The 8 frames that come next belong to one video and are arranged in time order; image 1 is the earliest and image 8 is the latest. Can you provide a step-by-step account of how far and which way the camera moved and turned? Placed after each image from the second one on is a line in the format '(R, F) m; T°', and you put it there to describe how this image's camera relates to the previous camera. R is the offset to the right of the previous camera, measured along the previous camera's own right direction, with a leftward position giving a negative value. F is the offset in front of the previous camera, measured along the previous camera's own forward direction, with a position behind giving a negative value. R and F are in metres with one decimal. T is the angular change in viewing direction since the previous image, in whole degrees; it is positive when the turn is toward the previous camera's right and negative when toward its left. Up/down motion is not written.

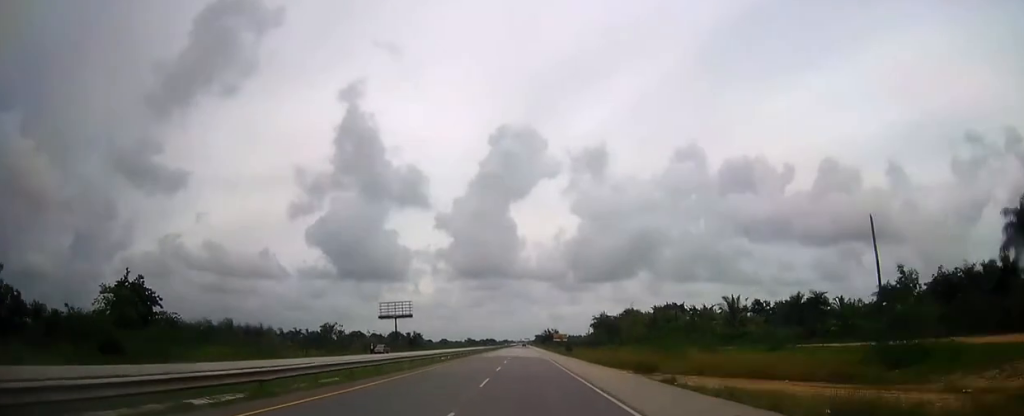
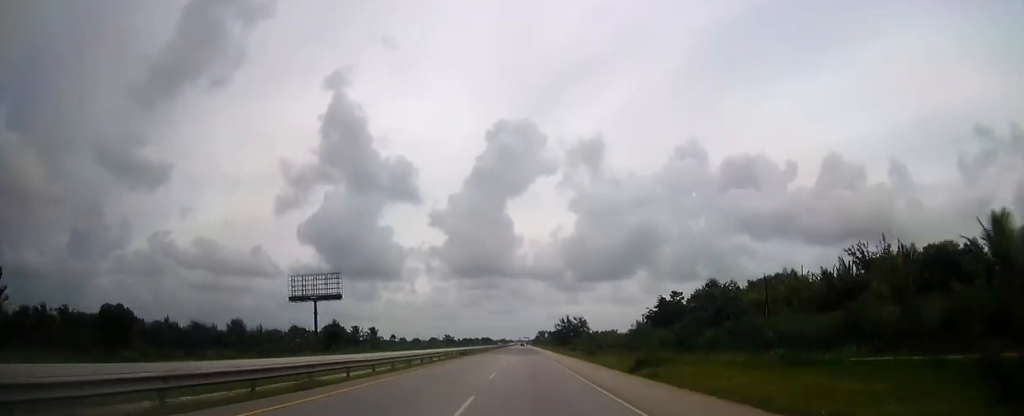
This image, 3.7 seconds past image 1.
(0.0, +103.9) m; 0°
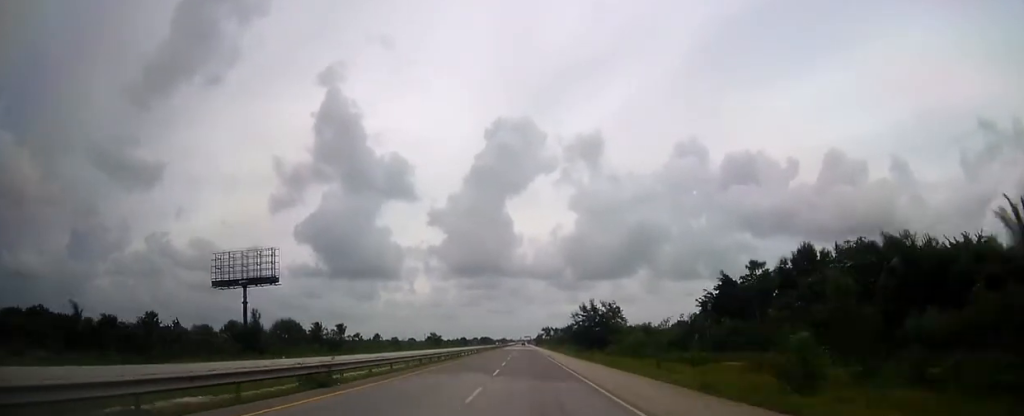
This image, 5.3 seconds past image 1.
(+0.1, +45.1) m; 0°
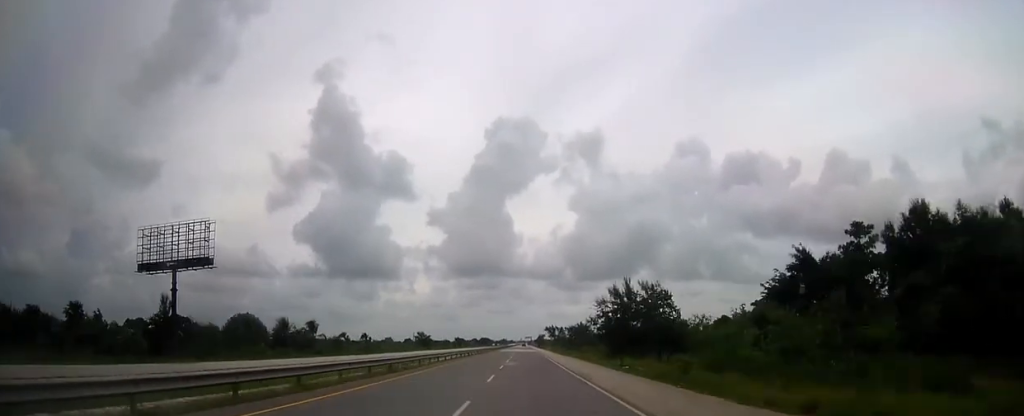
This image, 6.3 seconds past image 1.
(0.0, +28.1) m; 0°
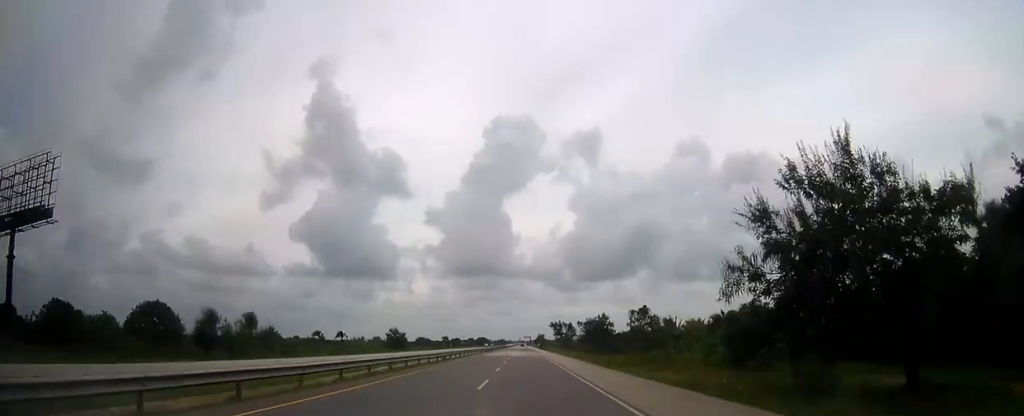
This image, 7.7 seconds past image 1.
(0.0, +38.8) m; 0°
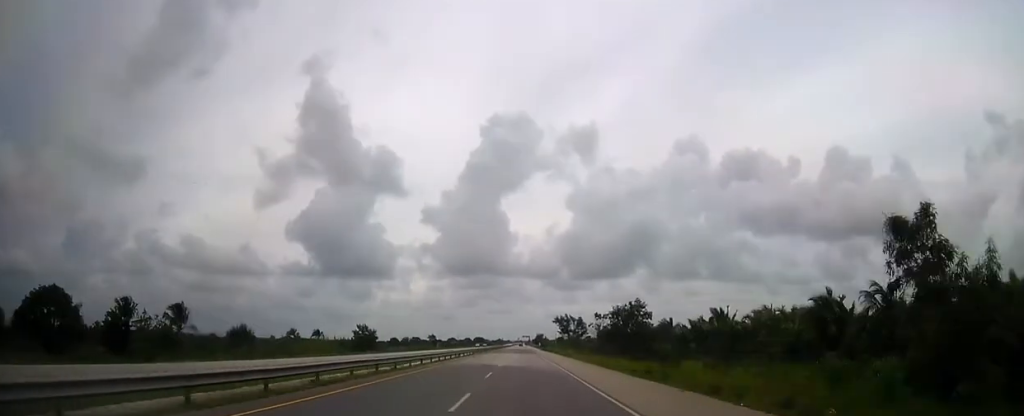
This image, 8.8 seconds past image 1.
(-0.1, +30.5) m; 0°
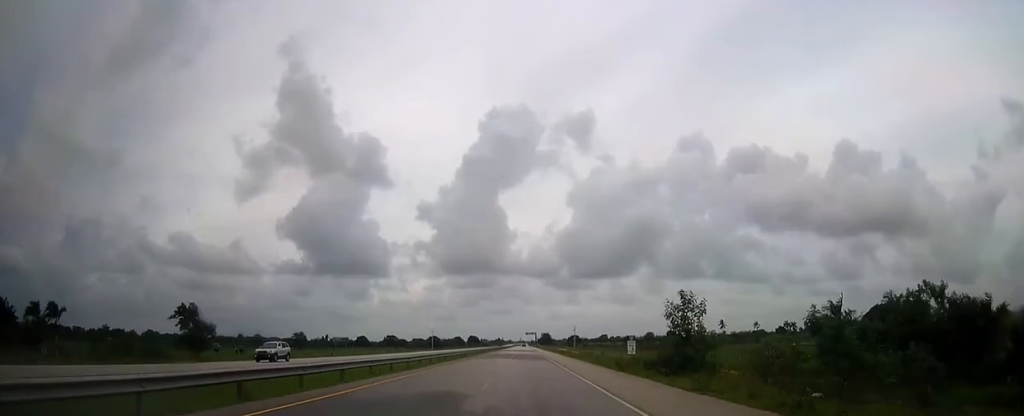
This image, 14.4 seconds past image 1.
(-0.3, +154.5) m; 0°
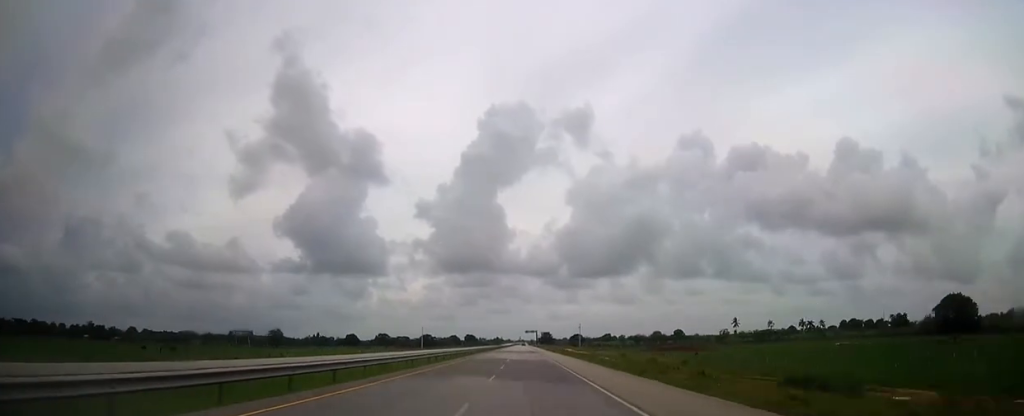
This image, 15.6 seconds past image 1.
(0.0, +33.1) m; 0°
